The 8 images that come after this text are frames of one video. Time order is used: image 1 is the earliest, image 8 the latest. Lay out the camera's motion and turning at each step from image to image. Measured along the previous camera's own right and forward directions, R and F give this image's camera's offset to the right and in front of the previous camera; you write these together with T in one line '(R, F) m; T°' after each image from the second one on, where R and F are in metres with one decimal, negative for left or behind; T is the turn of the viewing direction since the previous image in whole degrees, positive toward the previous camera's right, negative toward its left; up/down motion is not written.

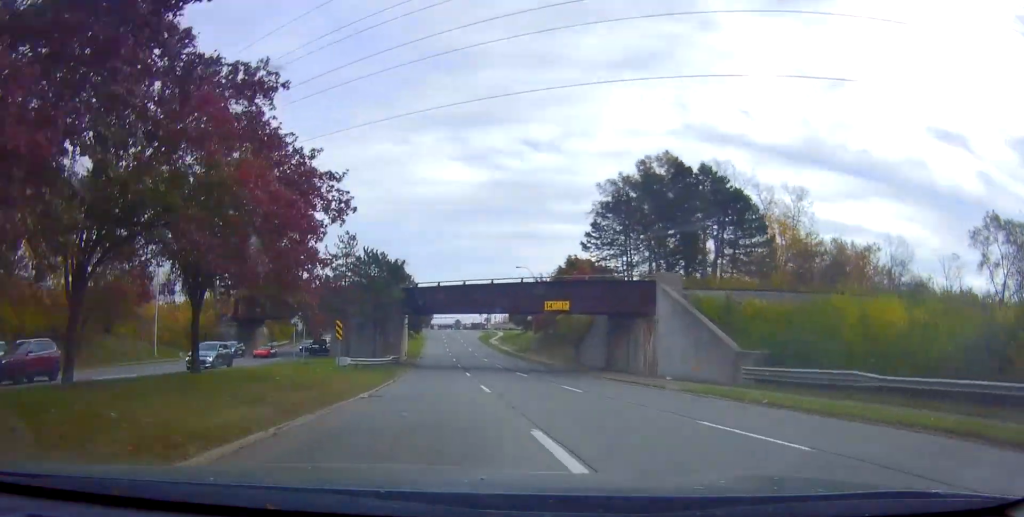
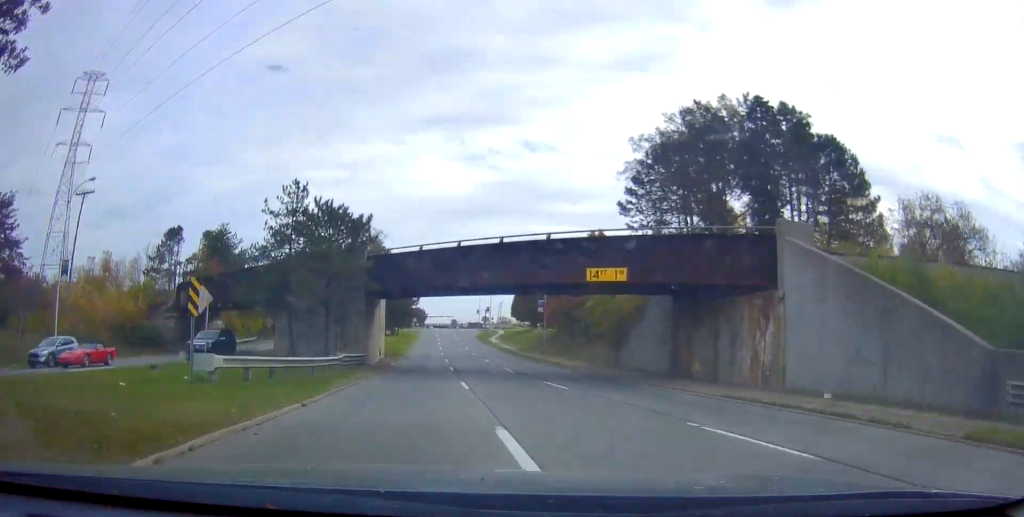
(+0.2, +16.0) m; 0°
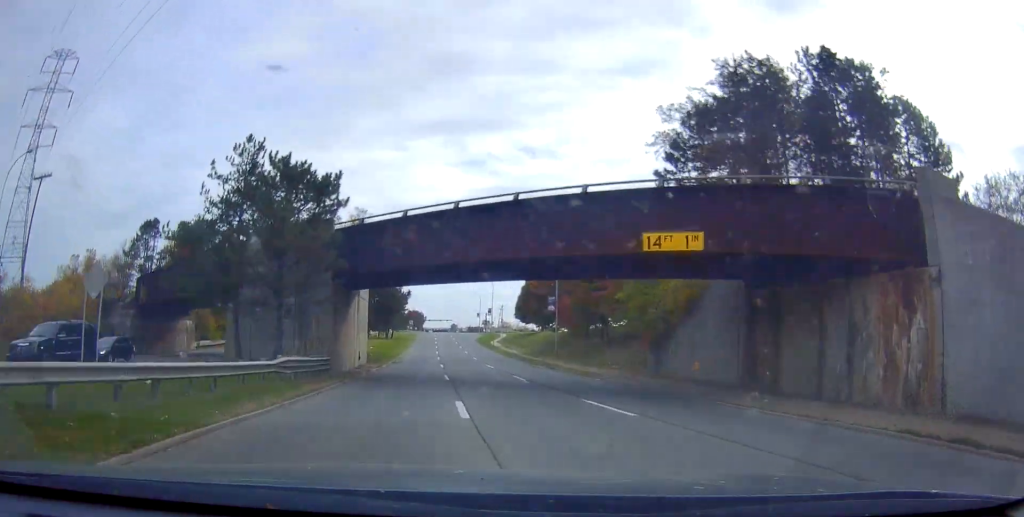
(-0.2, +8.8) m; 0°
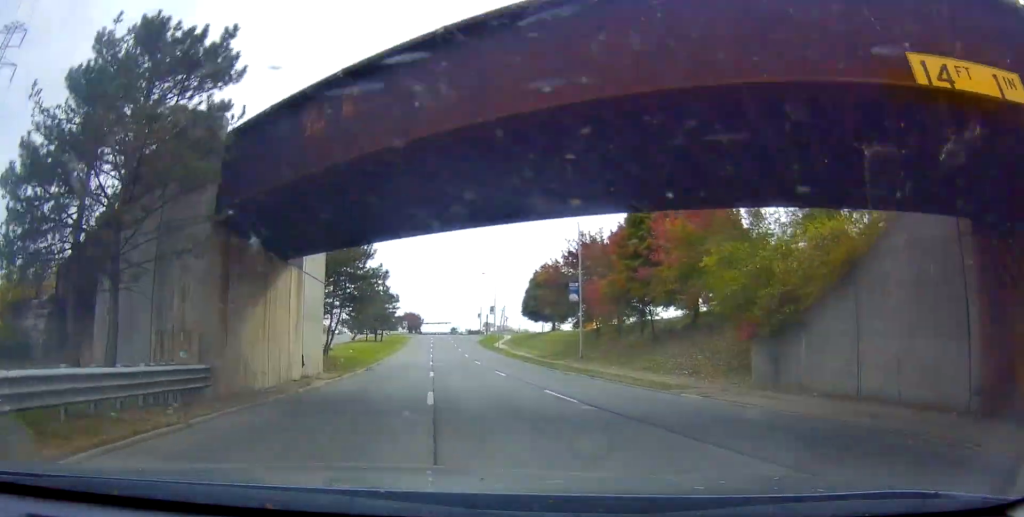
(0.0, +12.9) m; 0°
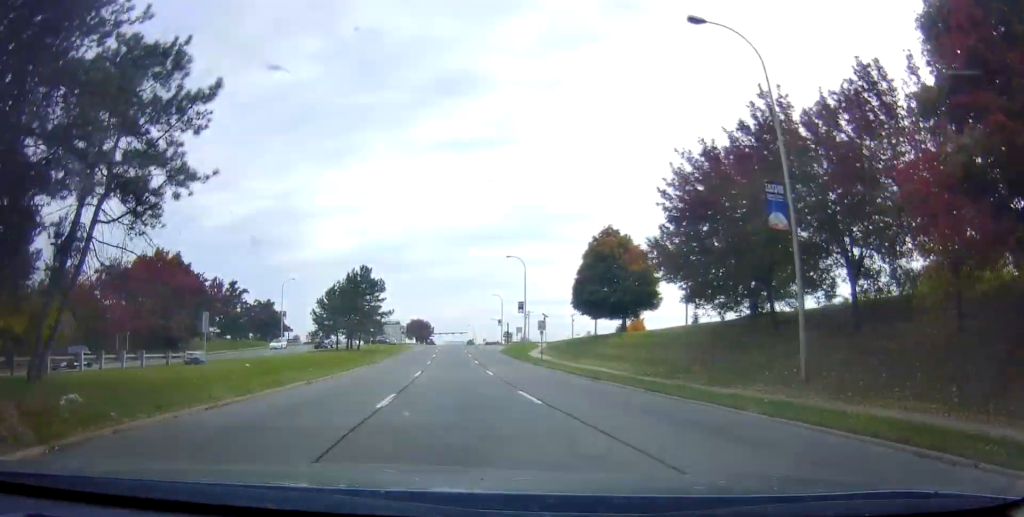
(-0.1, +30.8) m; -1°
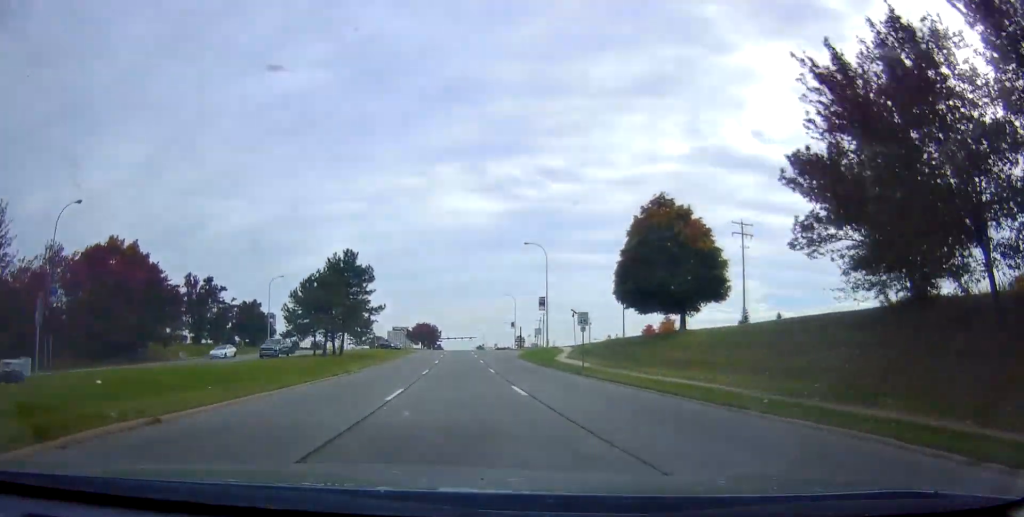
(-0.1, +12.9) m; -1°
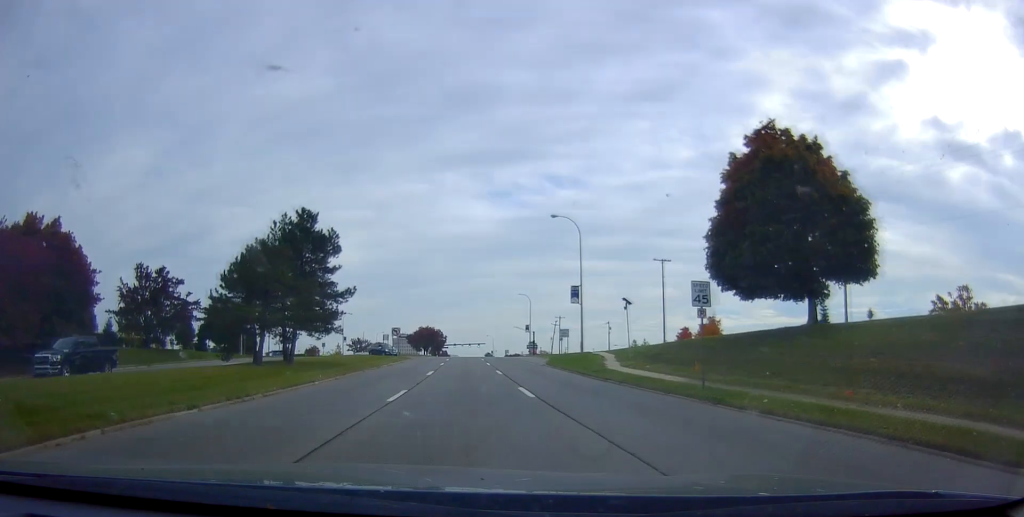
(-0.1, +16.1) m; -1°
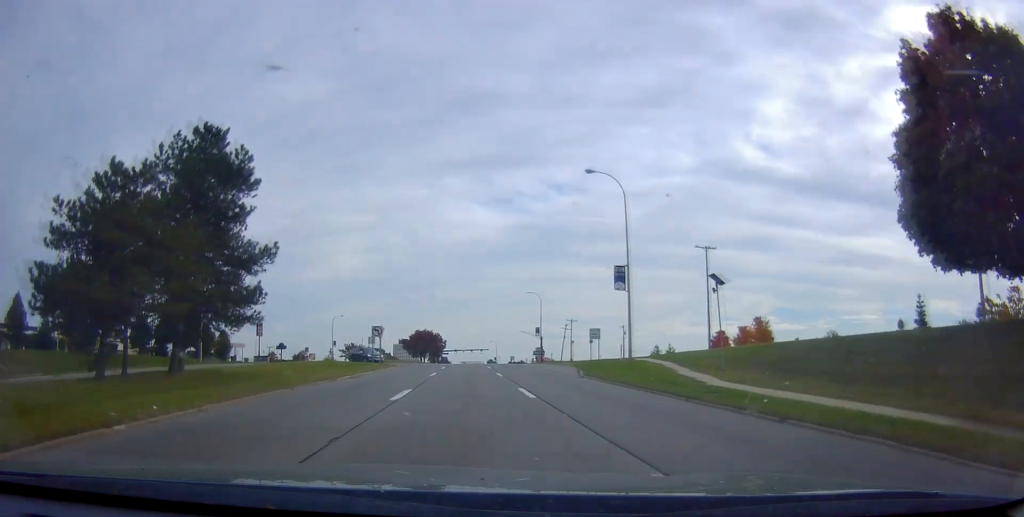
(-0.3, +14.5) m; -1°
